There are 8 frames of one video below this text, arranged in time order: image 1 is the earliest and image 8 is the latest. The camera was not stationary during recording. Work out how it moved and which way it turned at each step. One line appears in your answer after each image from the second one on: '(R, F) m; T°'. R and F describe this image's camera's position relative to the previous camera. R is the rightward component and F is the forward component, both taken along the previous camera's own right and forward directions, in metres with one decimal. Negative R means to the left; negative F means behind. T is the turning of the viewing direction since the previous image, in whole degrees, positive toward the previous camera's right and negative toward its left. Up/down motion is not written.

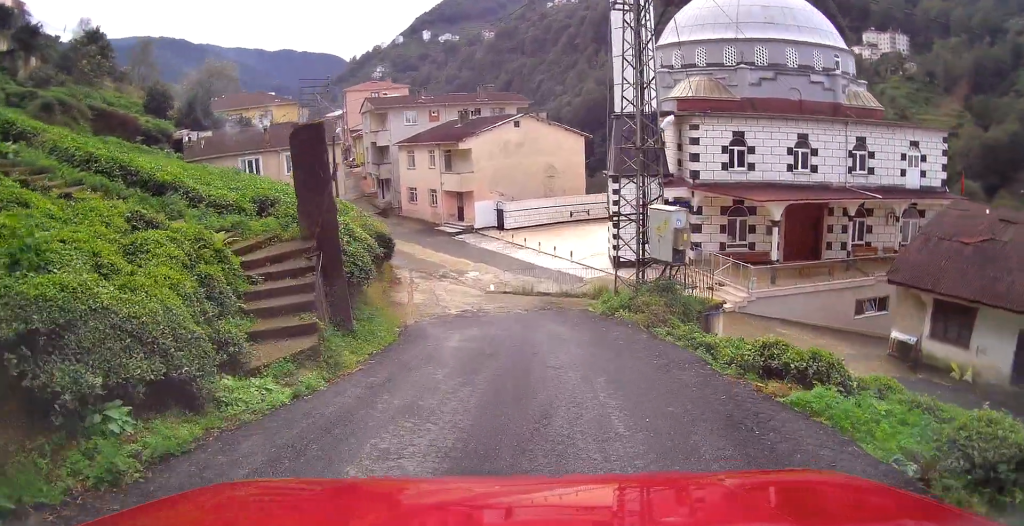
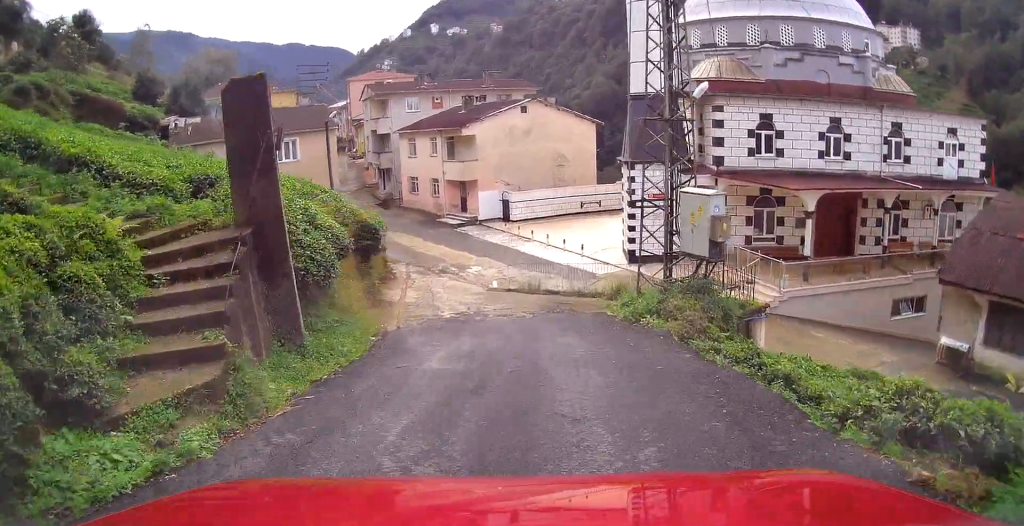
(0.0, +2.7) m; -2°
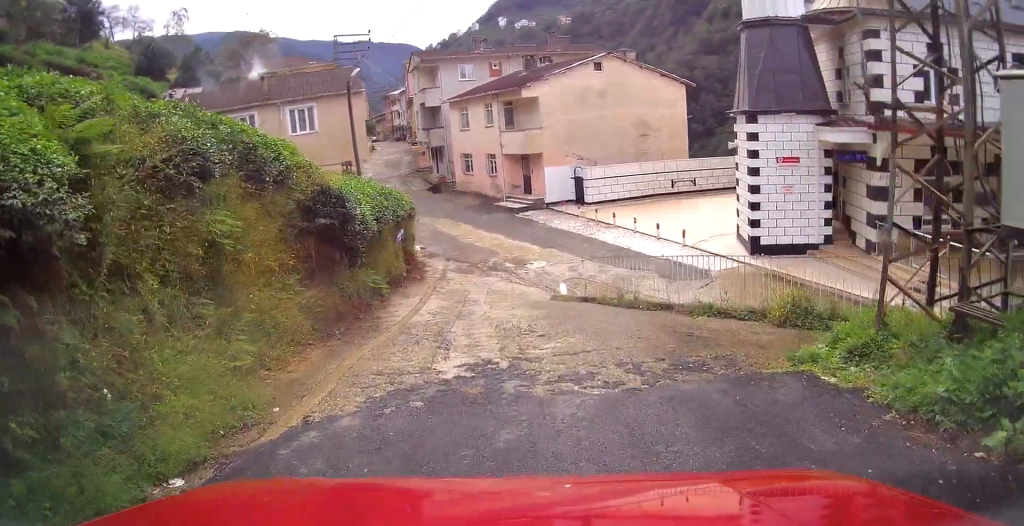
(-0.6, +8.1) m; -5°
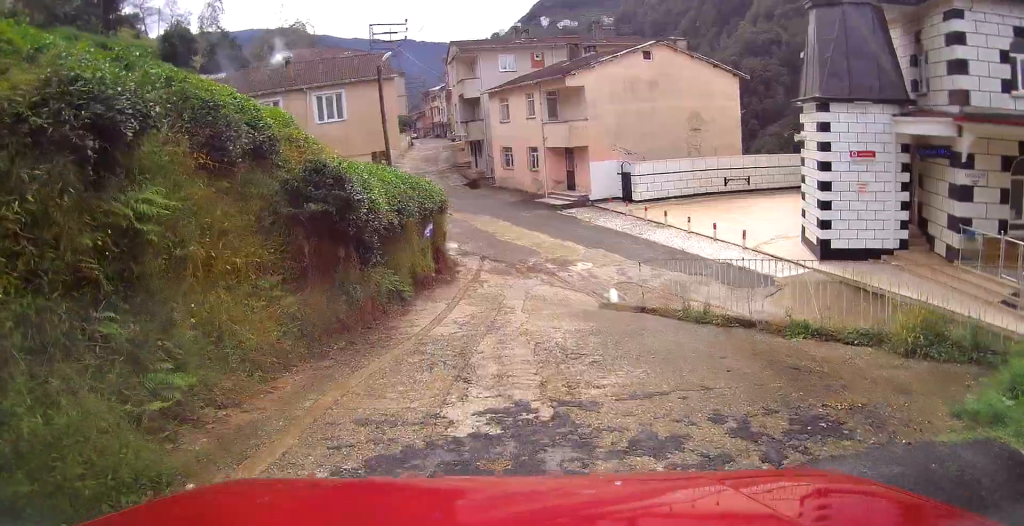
(0.0, +2.2) m; -1°
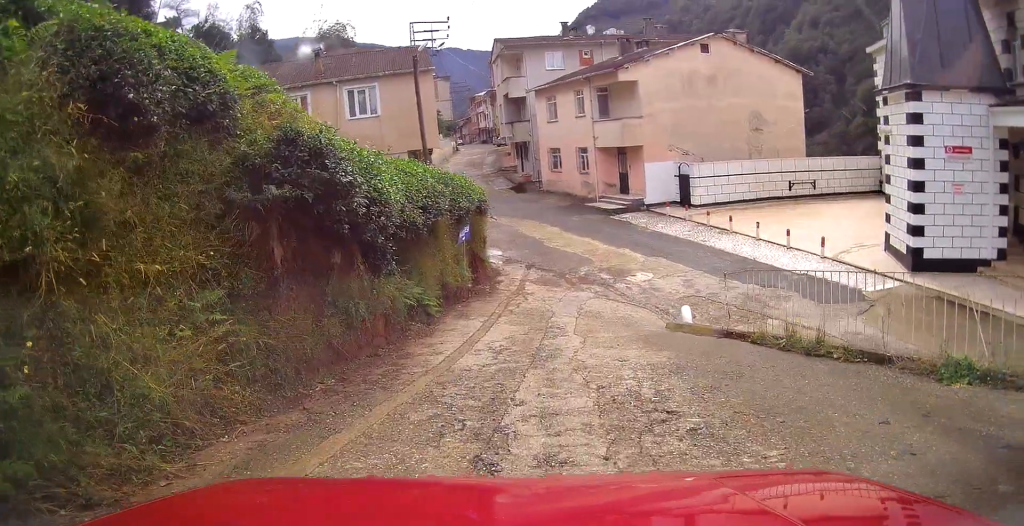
(+0.1, +2.5) m; -2°
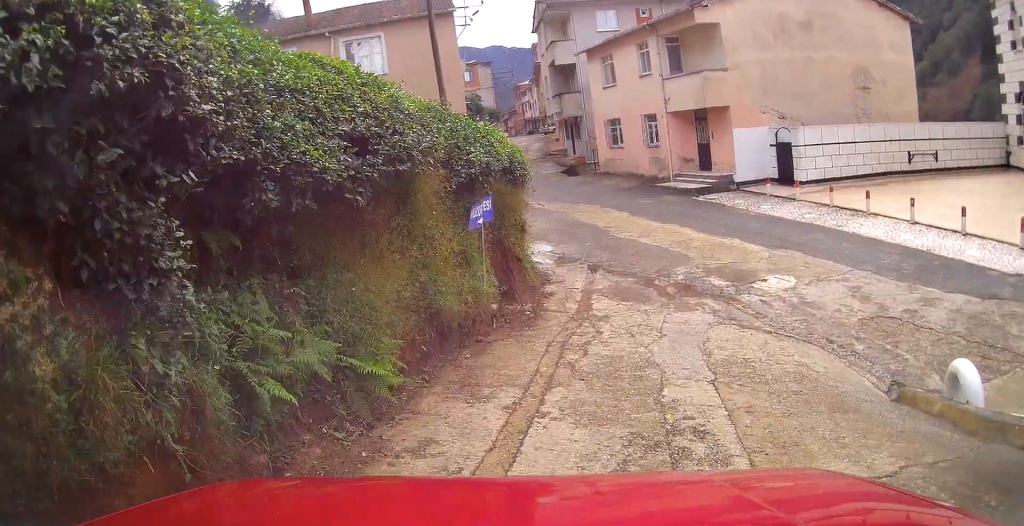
(-0.7, +6.5) m; -8°
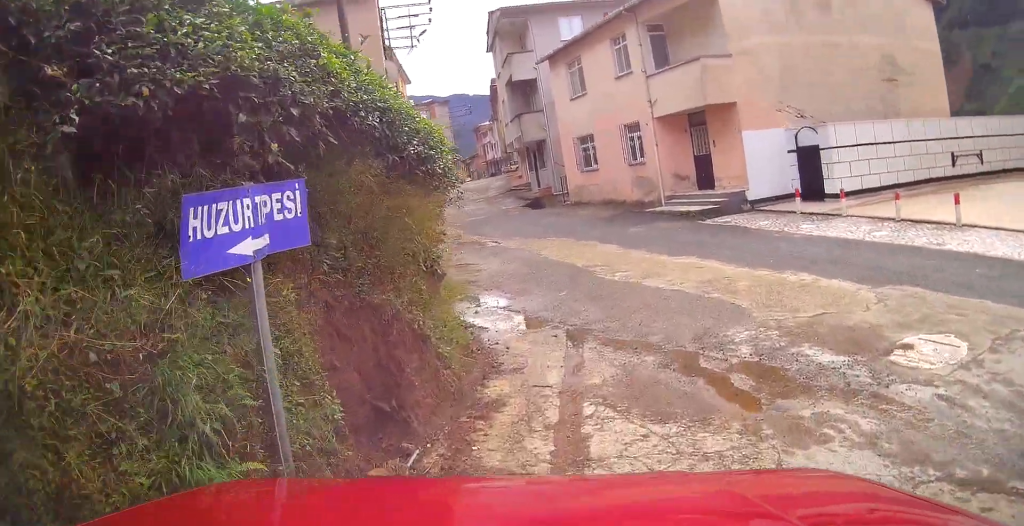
(+0.4, +5.0) m; +17°
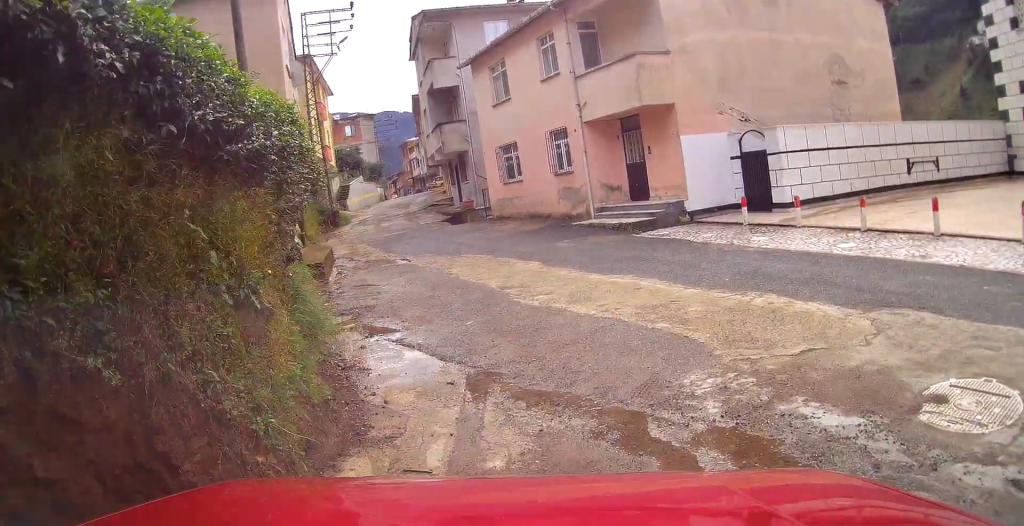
(+0.2, +1.7) m; +16°
